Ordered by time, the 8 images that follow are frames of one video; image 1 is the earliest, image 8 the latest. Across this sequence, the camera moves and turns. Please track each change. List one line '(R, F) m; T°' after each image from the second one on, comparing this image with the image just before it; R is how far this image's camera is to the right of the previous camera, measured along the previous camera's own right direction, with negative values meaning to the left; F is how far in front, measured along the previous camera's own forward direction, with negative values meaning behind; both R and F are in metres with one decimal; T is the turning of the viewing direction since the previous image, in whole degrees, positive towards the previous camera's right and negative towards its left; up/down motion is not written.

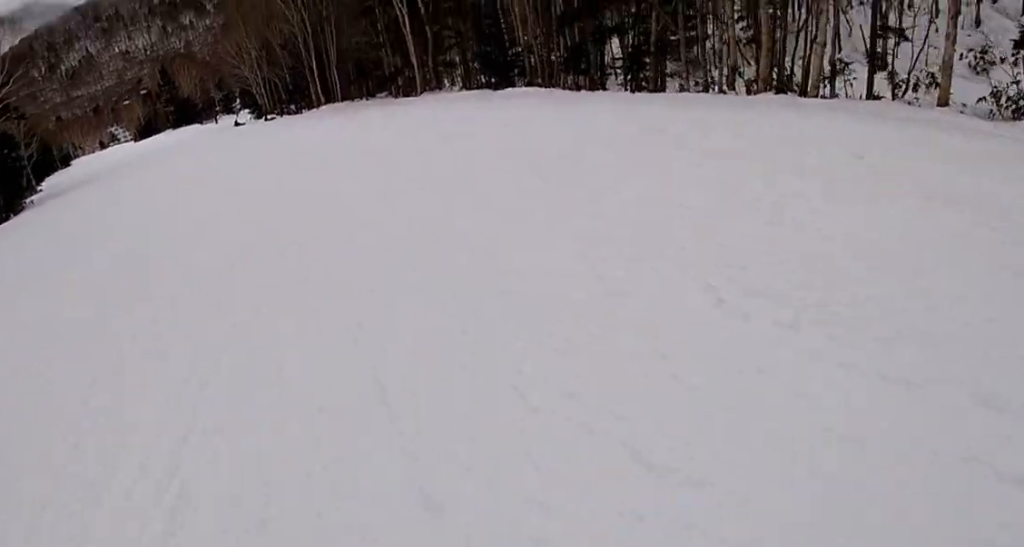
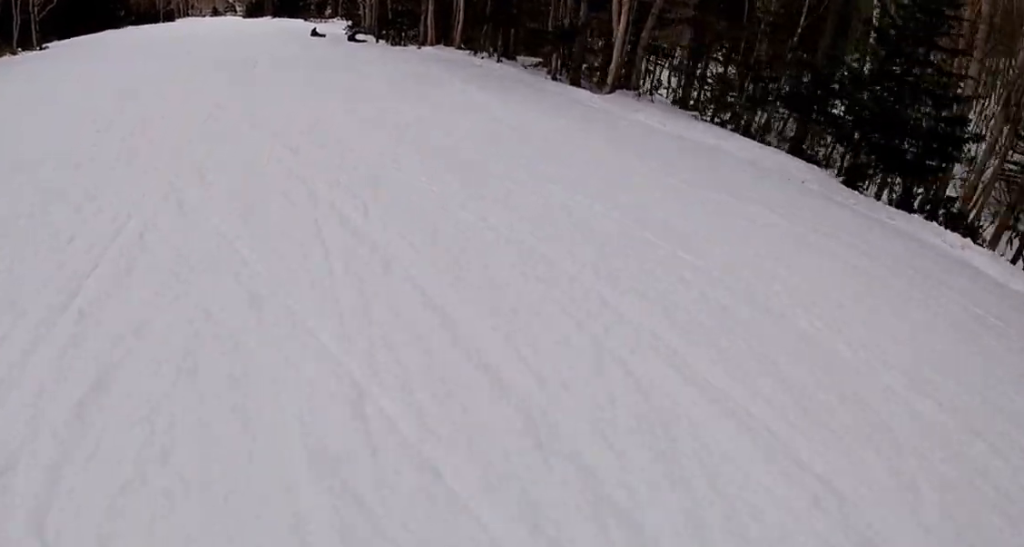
(-1.8, +19.4) m; -23°
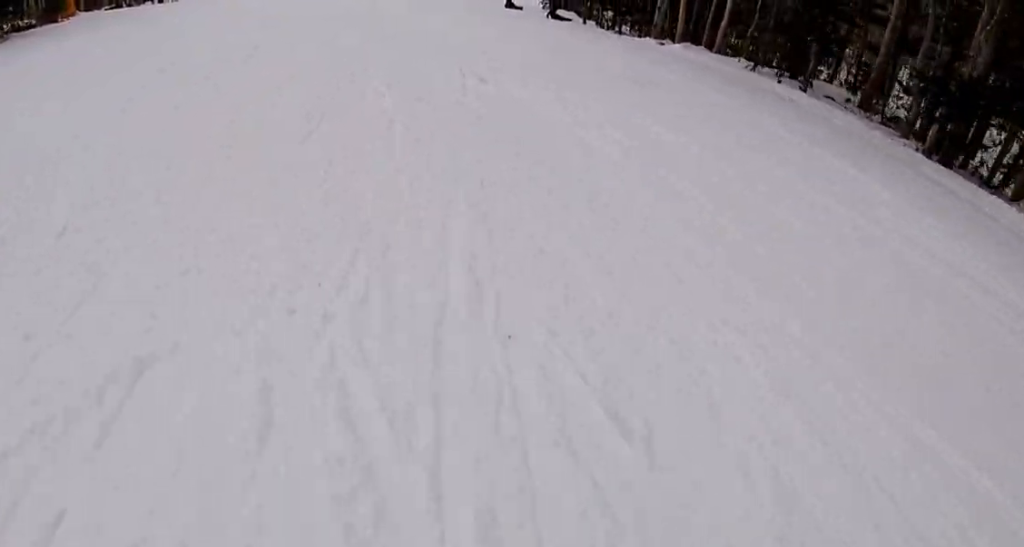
(-0.7, +8.0) m; -18°
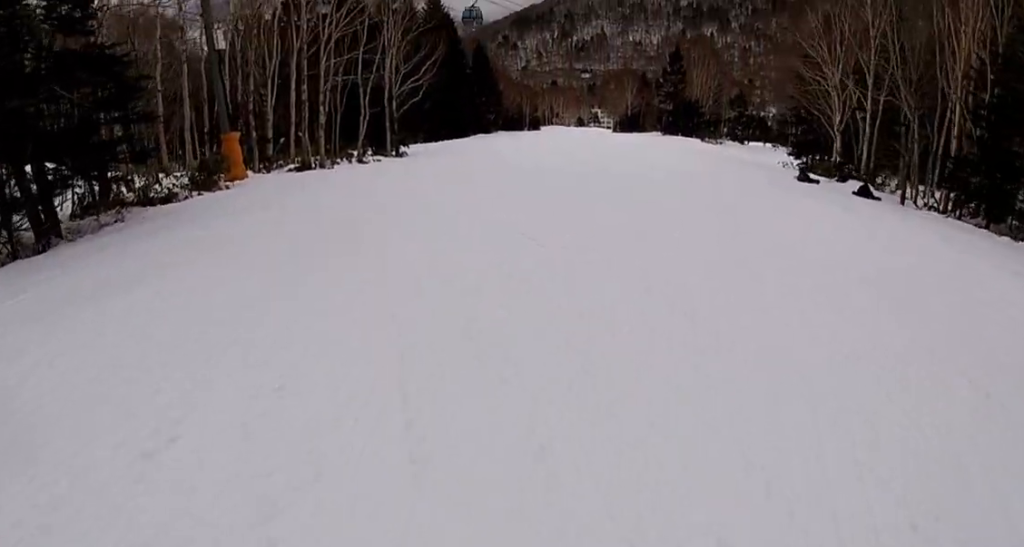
(-2.3, +11.2) m; -5°
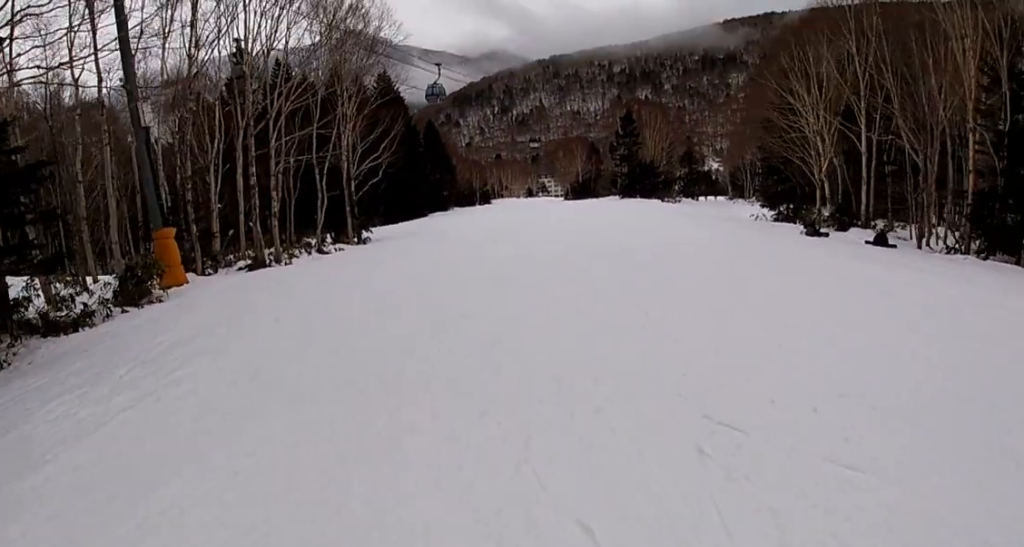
(+0.5, +4.3) m; +4°
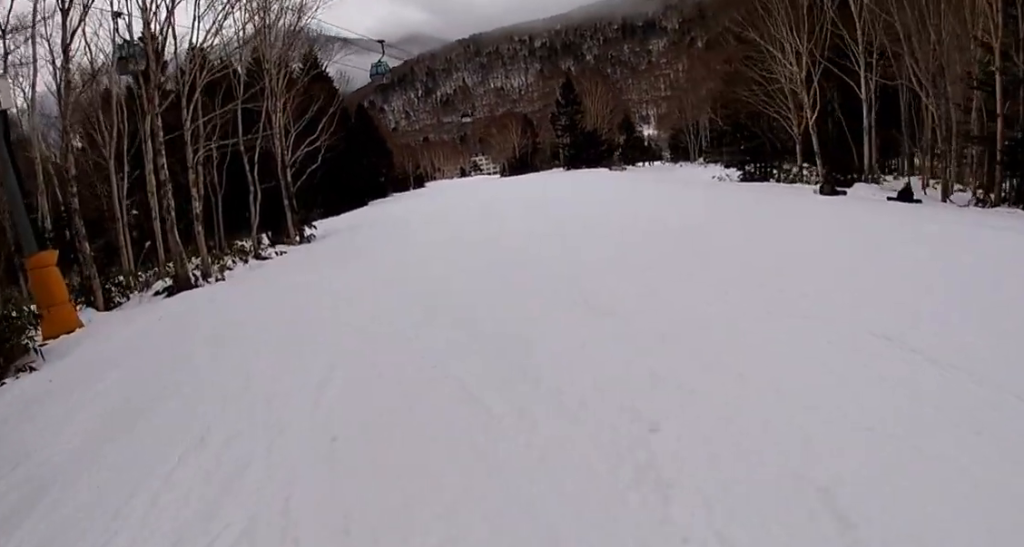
(+0.2, +5.0) m; +5°
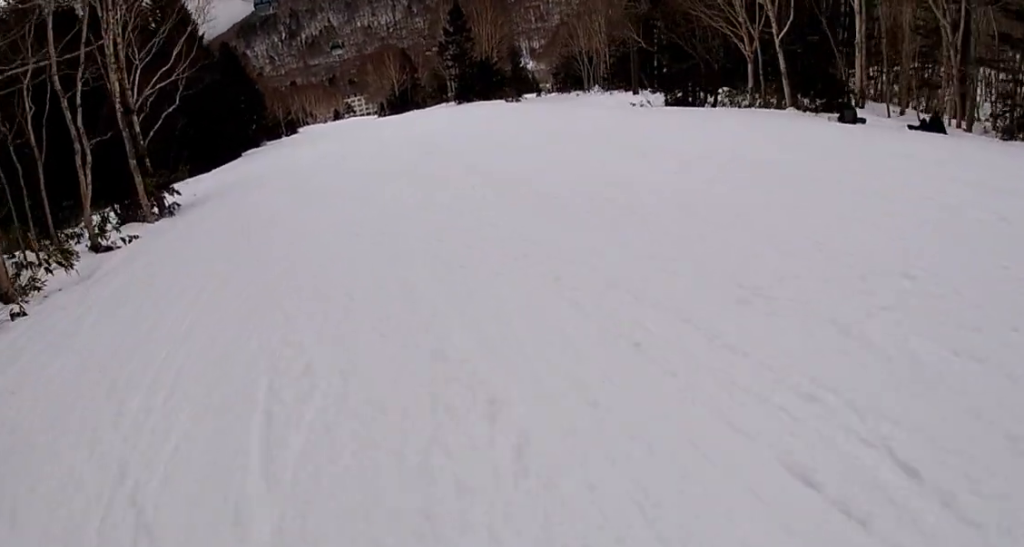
(-0.2, +7.3) m; +8°
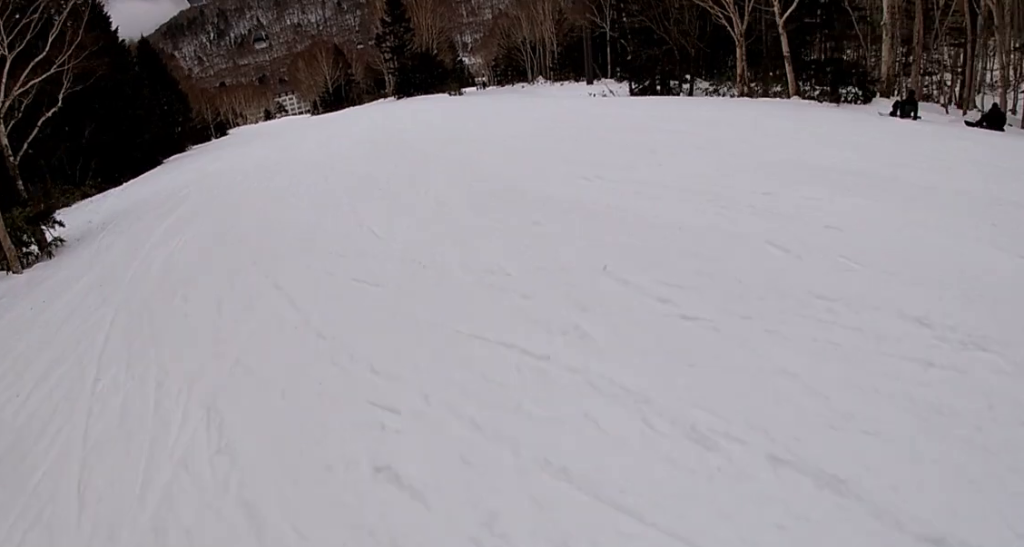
(+0.7, +5.1) m; +9°
